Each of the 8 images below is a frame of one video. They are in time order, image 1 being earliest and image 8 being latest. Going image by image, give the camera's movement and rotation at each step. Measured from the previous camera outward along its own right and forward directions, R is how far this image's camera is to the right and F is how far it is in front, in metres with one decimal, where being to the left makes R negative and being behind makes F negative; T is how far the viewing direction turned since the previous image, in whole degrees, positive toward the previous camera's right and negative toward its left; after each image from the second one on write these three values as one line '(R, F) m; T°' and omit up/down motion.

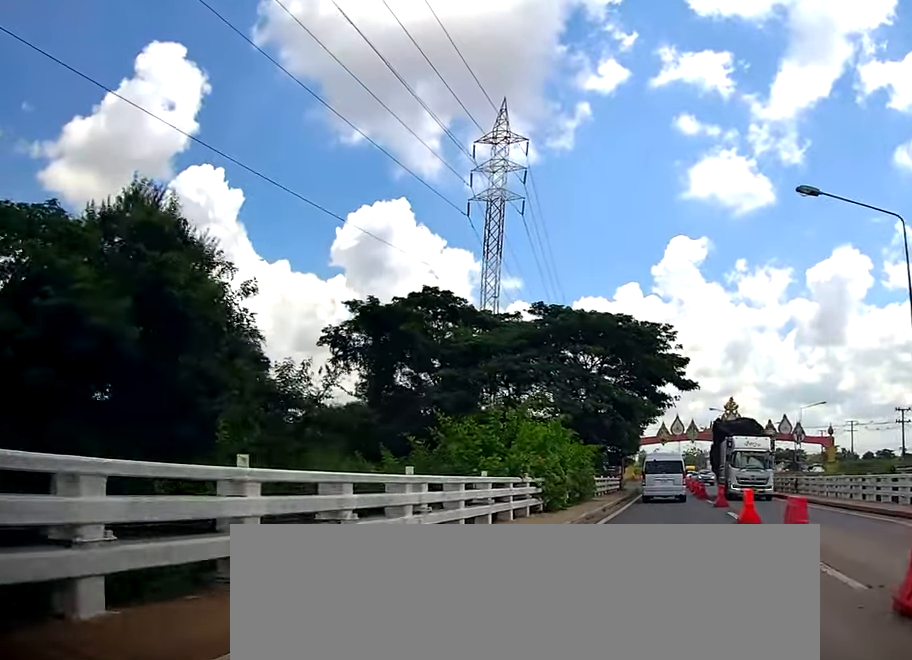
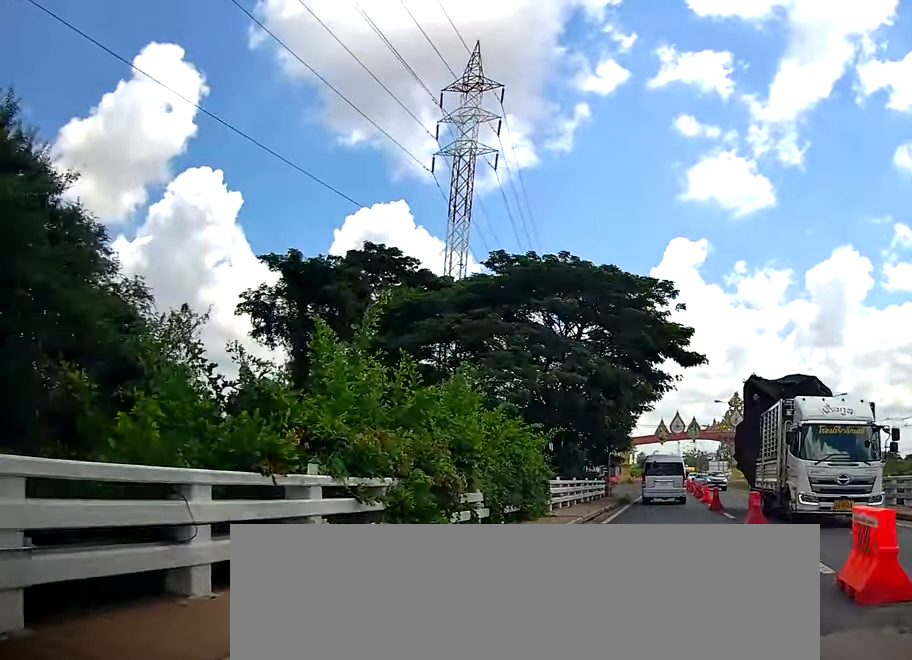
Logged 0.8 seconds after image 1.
(-0.5, +10.5) m; -3°
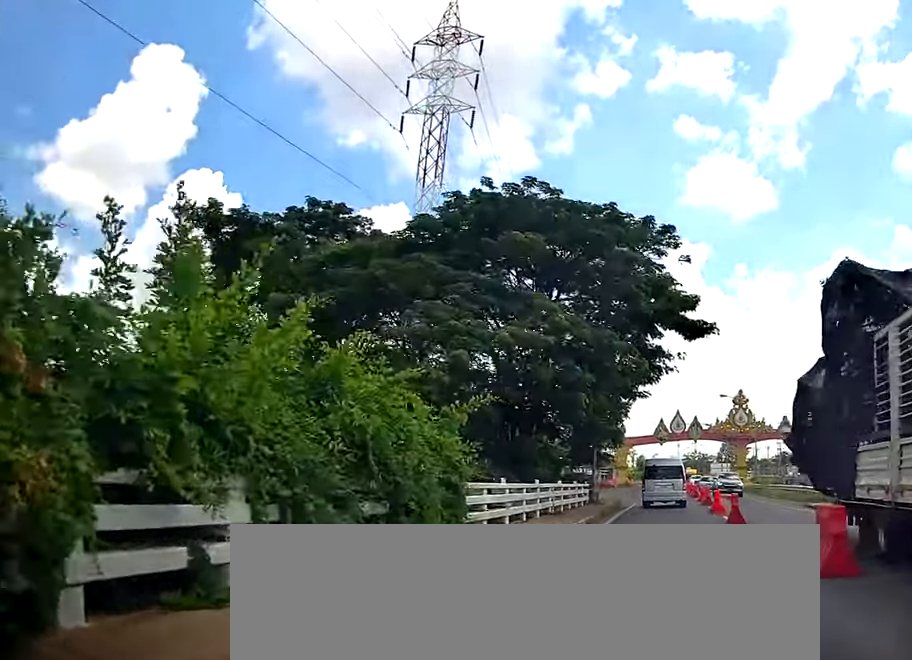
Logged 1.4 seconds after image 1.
(0.0, +7.5) m; 0°
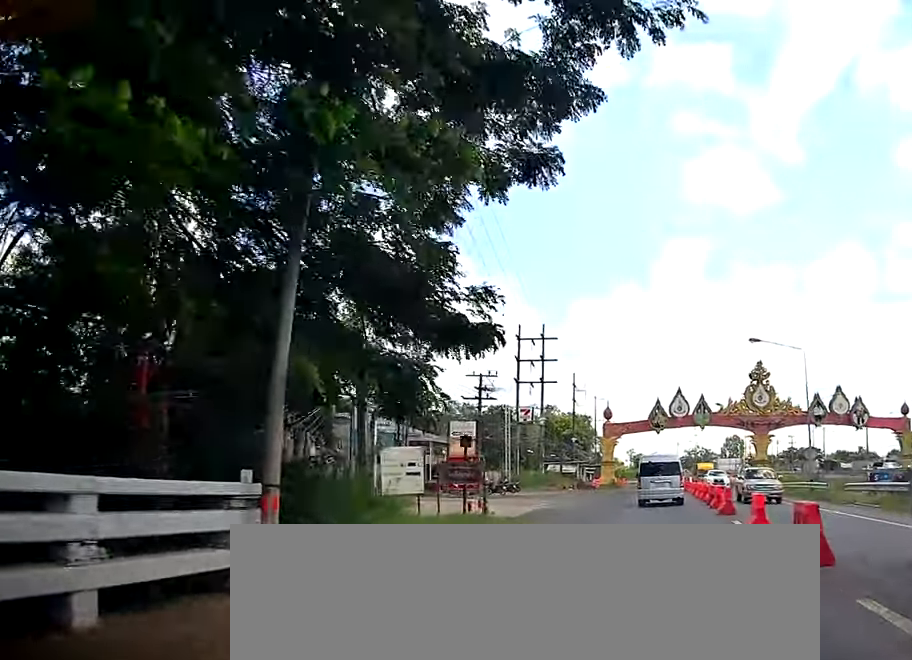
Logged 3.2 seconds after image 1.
(0.0, +25.1) m; 0°
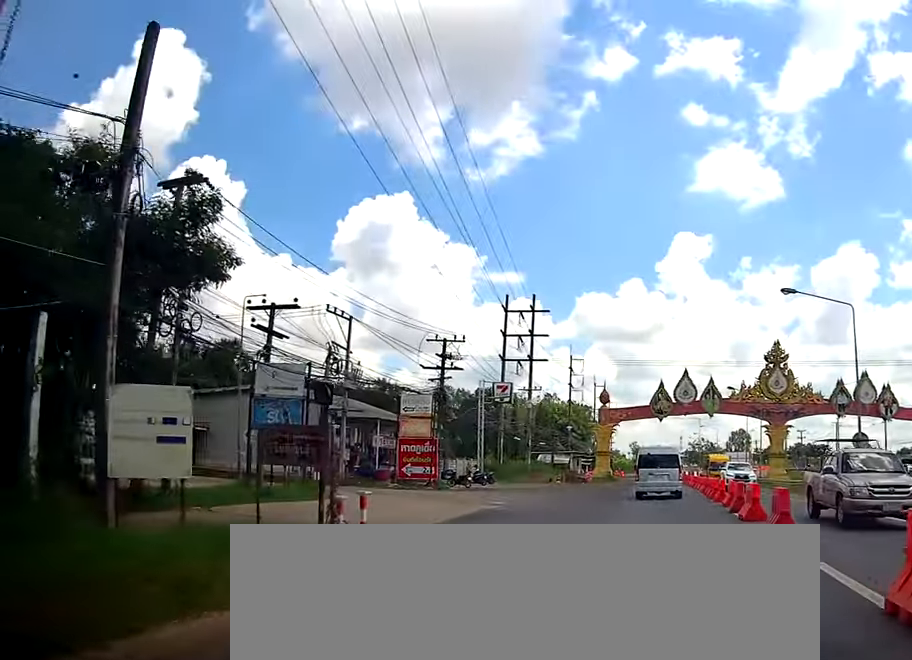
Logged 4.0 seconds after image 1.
(0.0, +9.9) m; 0°
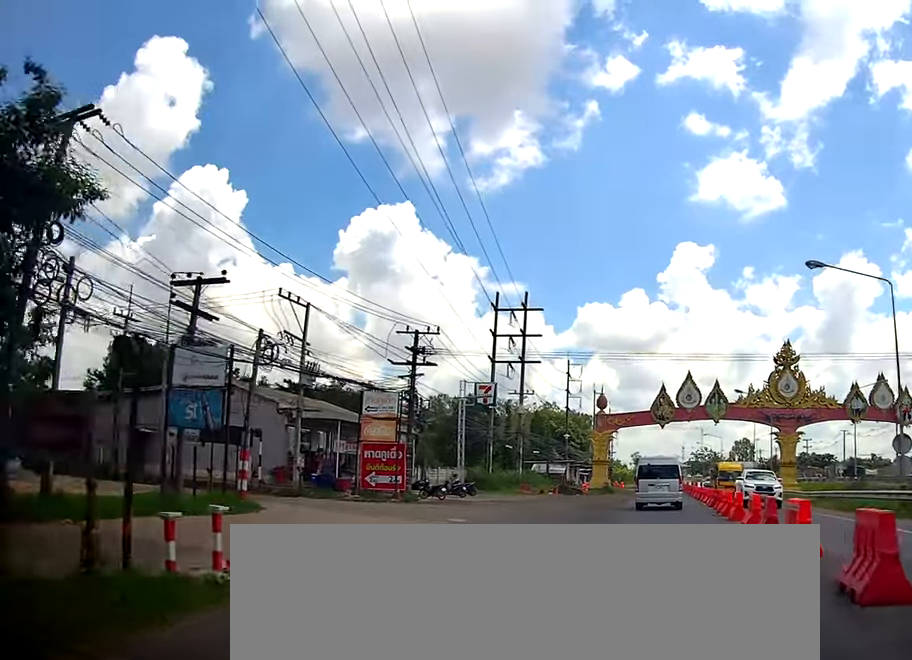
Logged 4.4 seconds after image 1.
(0.0, +5.4) m; 0°
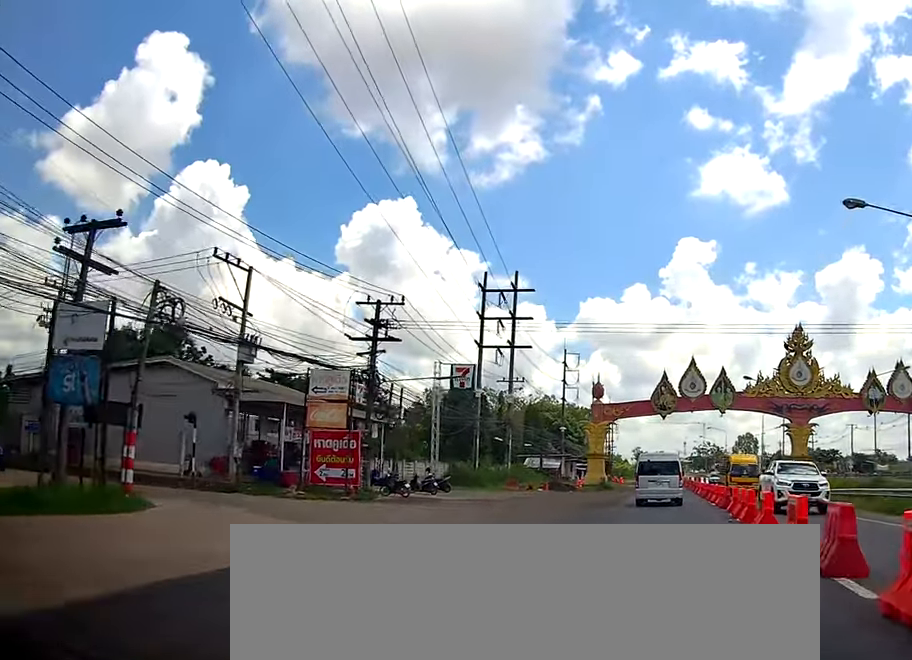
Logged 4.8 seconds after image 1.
(0.0, +5.6) m; 0°
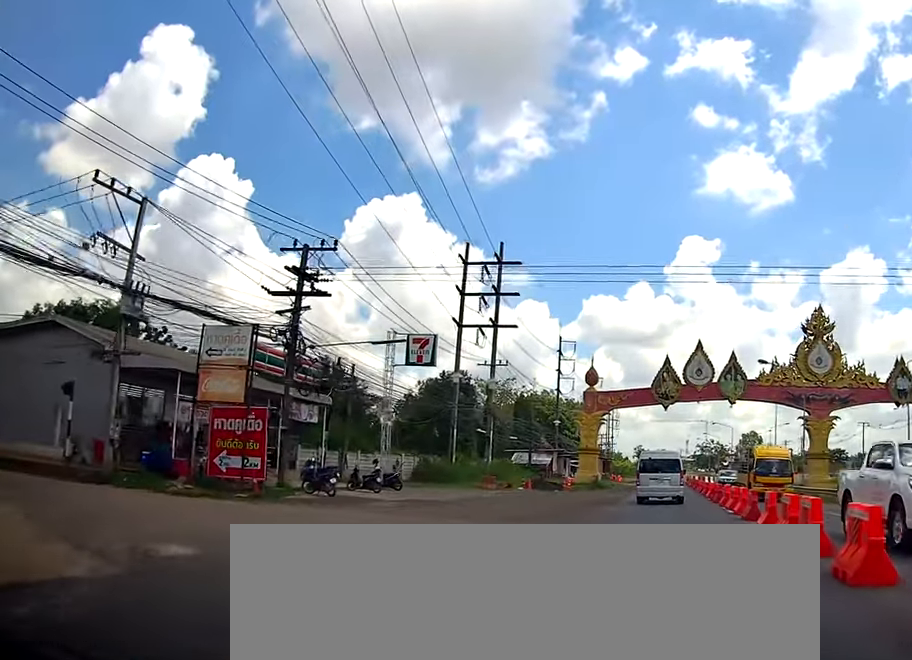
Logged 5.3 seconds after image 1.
(0.0, +7.6) m; 0°
